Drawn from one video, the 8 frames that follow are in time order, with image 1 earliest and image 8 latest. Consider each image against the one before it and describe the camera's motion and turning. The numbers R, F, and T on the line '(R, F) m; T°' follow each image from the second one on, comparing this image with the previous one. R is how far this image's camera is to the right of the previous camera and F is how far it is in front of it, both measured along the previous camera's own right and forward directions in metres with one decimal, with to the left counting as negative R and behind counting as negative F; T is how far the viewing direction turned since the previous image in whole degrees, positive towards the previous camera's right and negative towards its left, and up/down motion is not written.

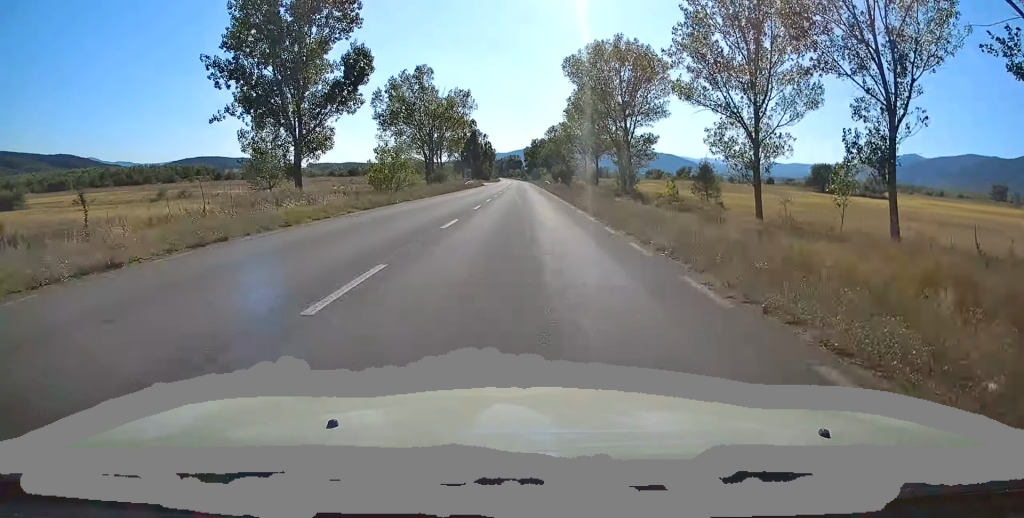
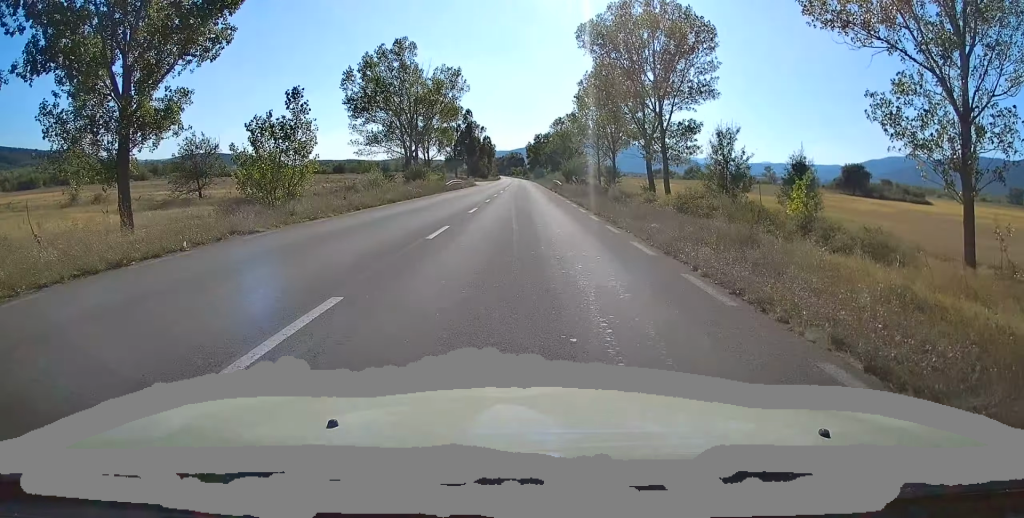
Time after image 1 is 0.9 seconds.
(0.0, +20.3) m; 0°
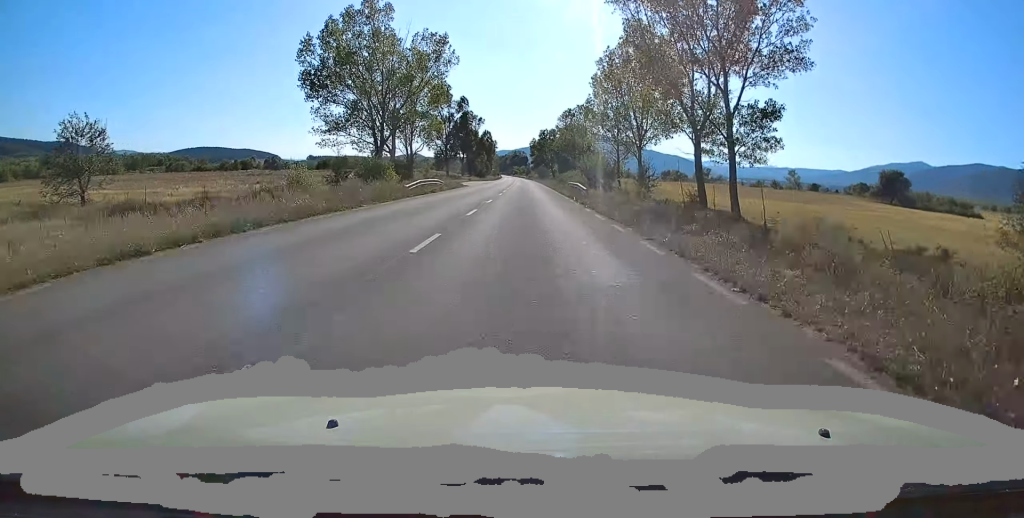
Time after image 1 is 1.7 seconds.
(0.0, +20.3) m; 0°
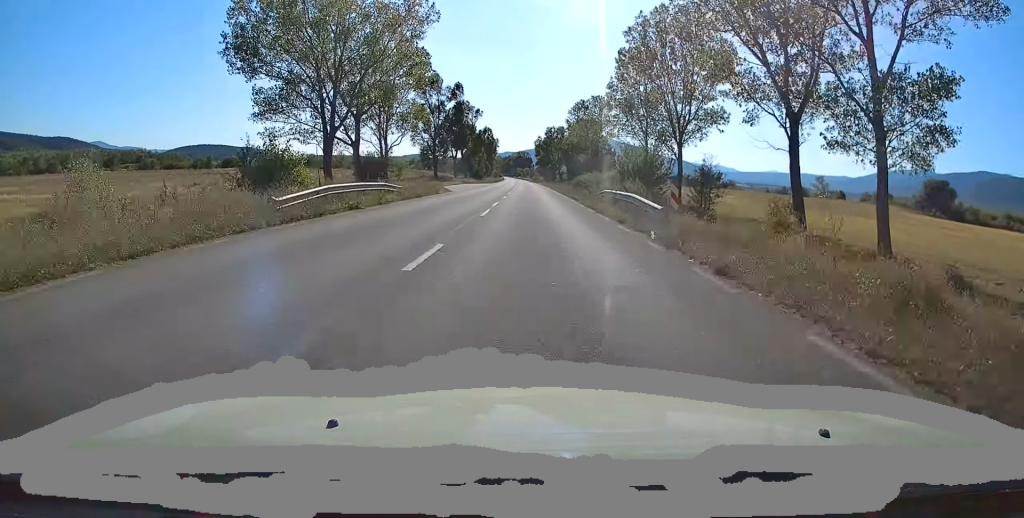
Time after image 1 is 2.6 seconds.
(0.0, +19.5) m; -1°
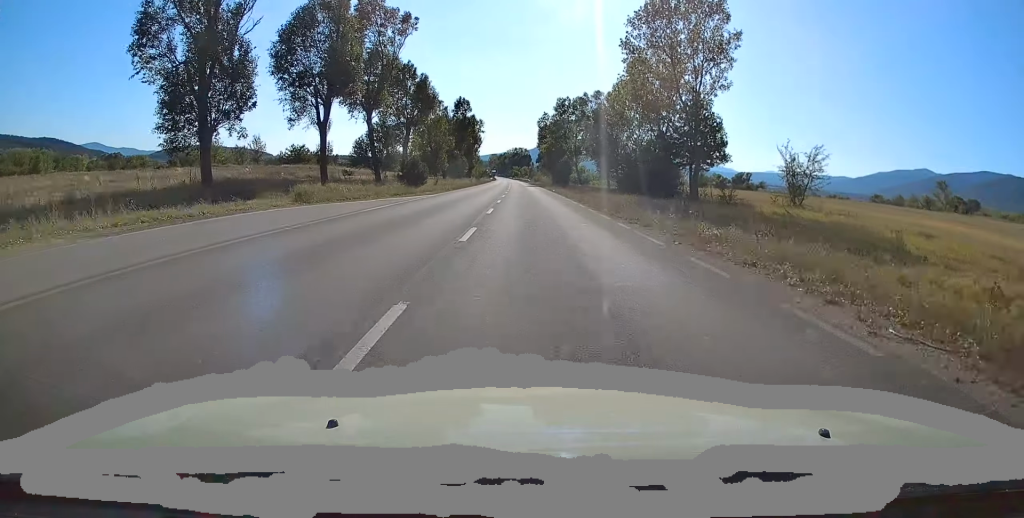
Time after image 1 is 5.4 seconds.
(-0.2, +67.6) m; 0°
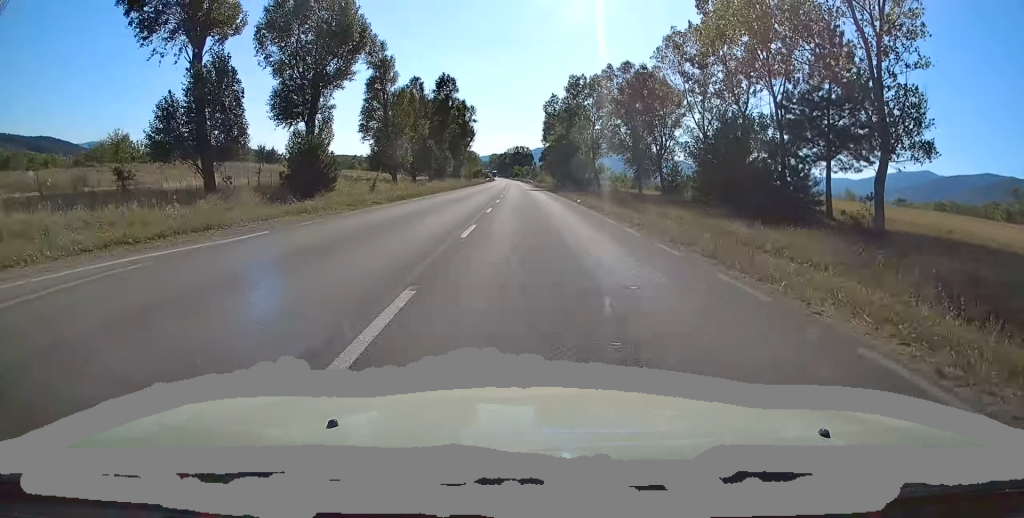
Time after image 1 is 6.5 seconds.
(+0.2, +26.0) m; 0°
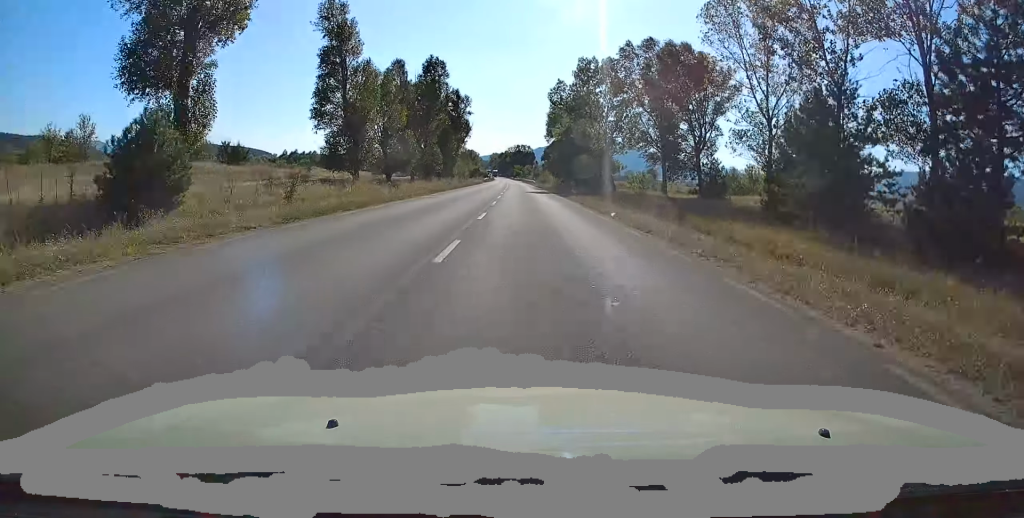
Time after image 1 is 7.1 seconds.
(-0.1, +12.7) m; 0°
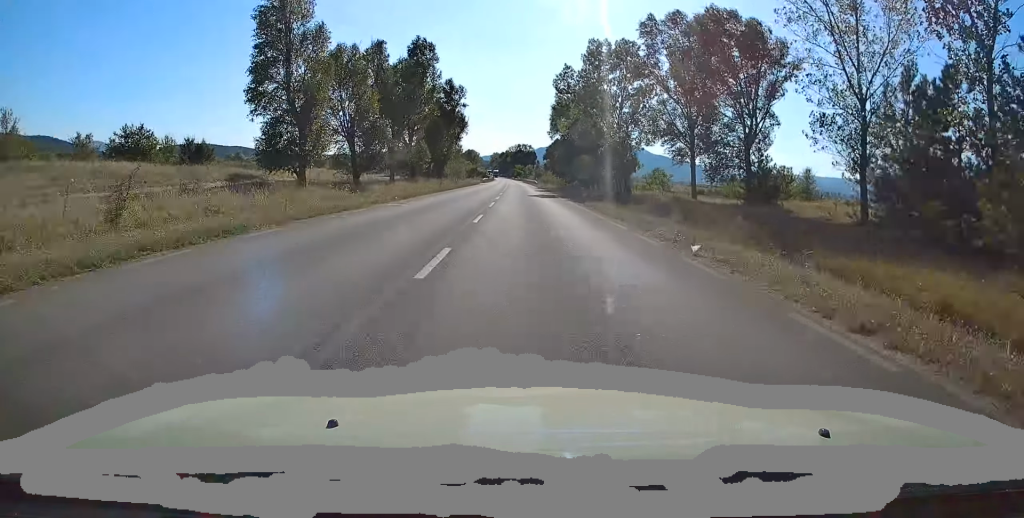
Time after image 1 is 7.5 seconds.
(-0.1, +10.3) m; 0°
